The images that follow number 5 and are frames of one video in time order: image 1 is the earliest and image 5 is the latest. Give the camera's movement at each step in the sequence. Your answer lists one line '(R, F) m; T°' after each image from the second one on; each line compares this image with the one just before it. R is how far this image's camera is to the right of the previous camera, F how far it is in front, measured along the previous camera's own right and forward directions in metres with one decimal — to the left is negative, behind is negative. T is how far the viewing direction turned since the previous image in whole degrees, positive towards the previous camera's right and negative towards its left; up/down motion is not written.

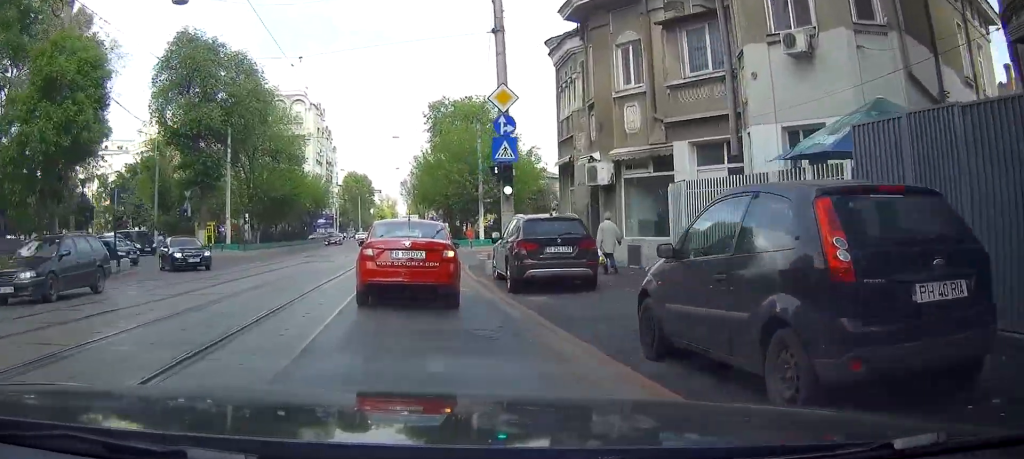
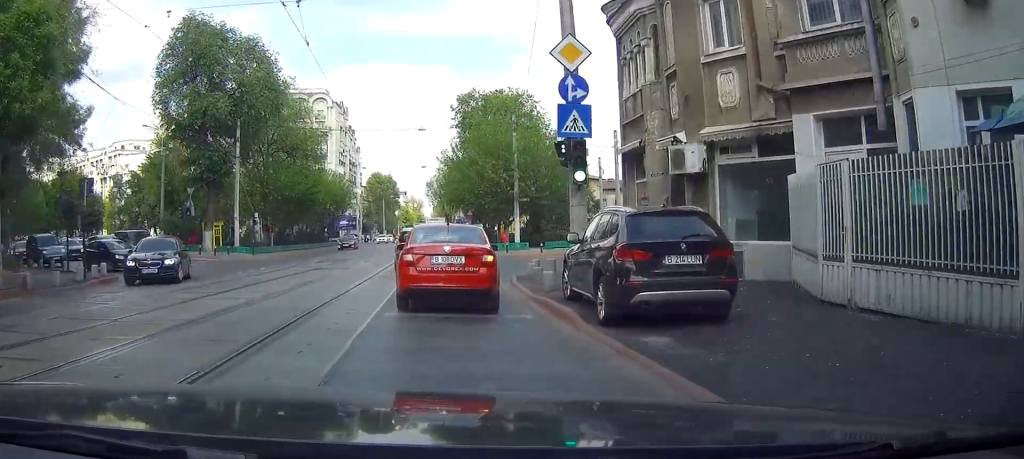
(0.0, +5.1) m; +1°
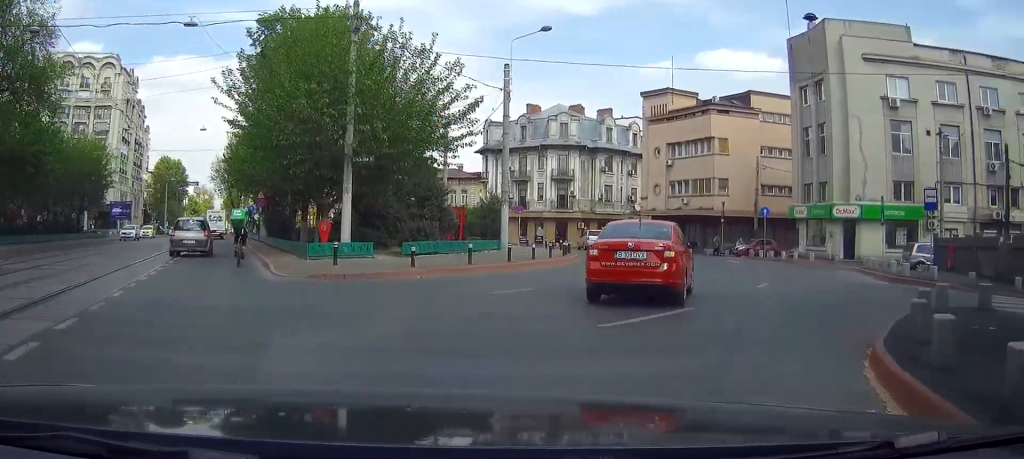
(+3.8, +23.2) m; +26°
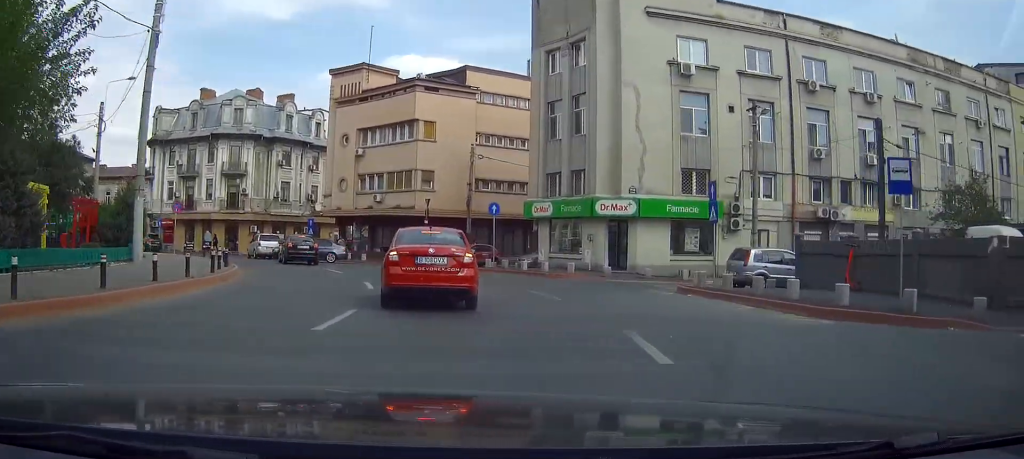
(+0.7, +10.9) m; +1°
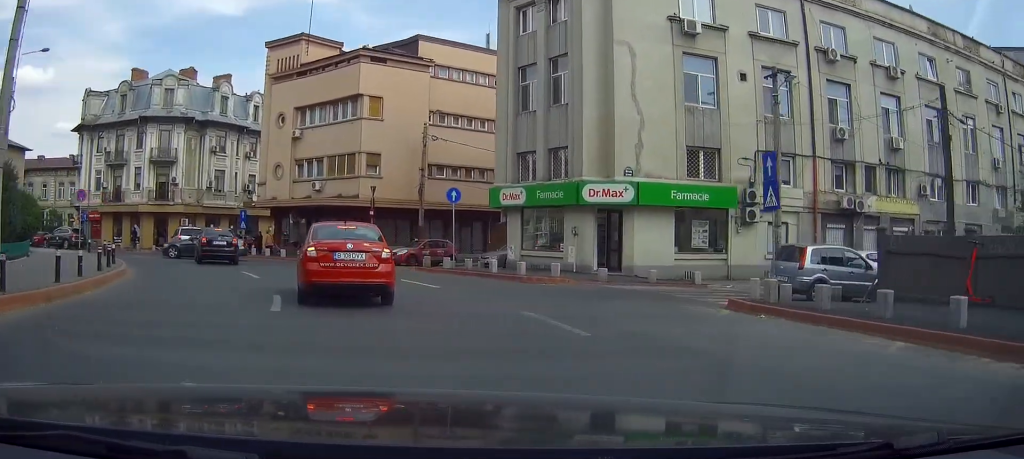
(-0.4, +6.3) m; +2°
